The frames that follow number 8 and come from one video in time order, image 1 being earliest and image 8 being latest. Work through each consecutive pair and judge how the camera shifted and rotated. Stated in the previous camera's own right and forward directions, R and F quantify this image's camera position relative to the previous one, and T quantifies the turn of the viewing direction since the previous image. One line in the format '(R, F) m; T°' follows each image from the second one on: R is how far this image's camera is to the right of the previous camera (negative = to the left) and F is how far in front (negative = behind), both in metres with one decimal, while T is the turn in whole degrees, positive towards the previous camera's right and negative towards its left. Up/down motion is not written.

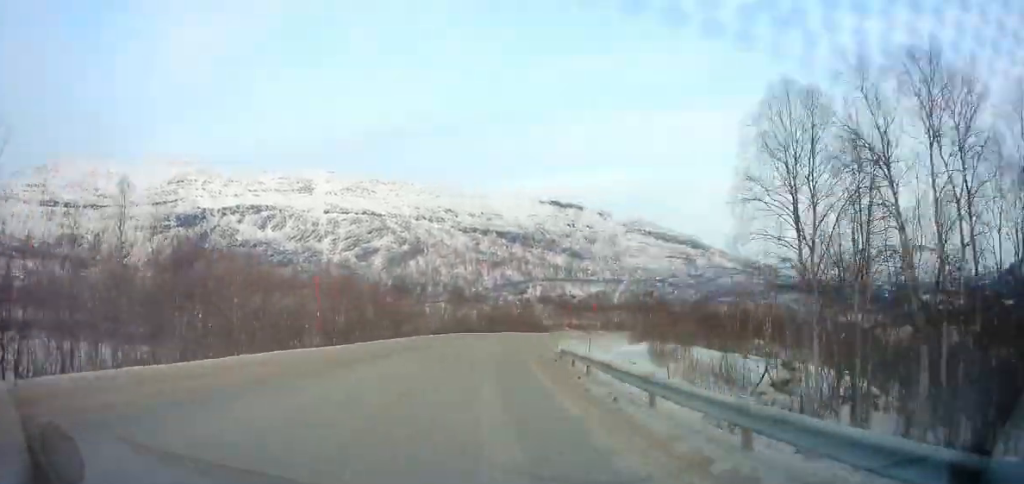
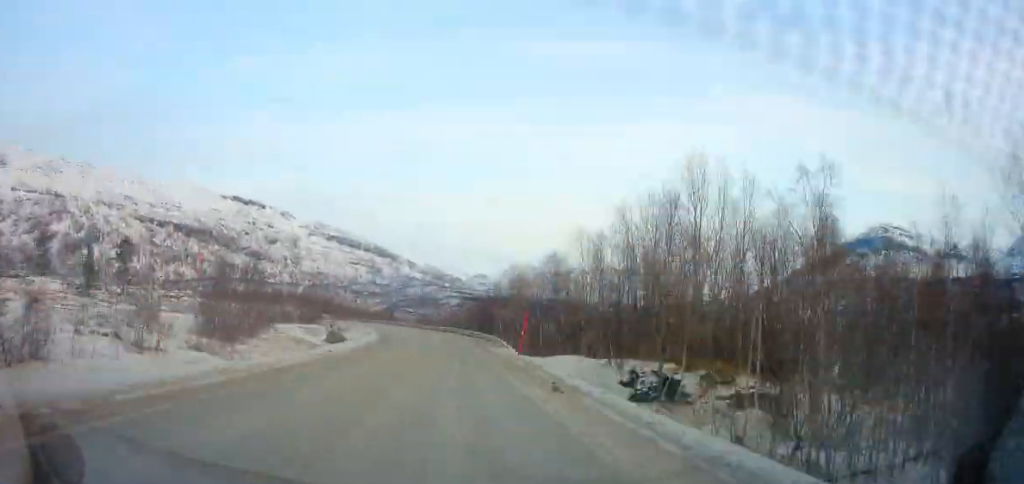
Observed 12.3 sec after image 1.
(+48.8, +243.0) m; -3°
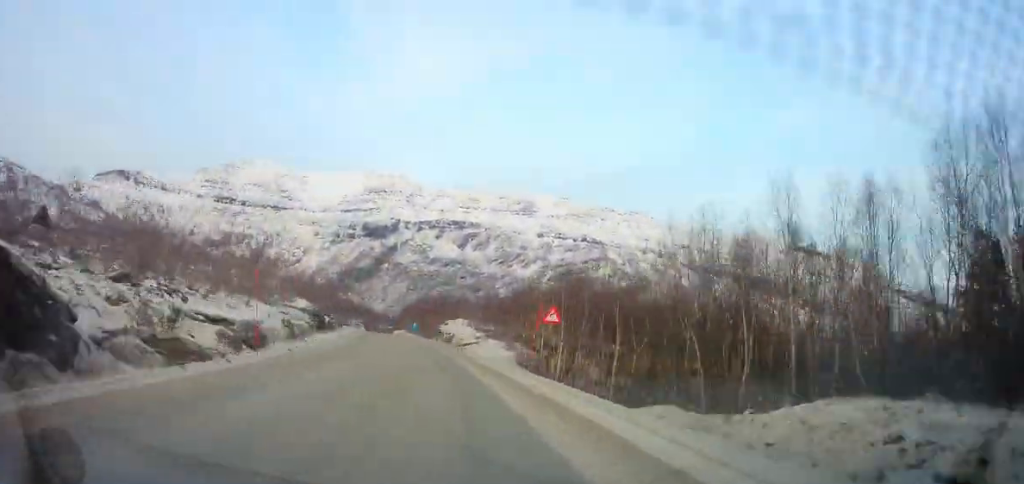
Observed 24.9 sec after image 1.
(-85.2, +228.5) m; -32°
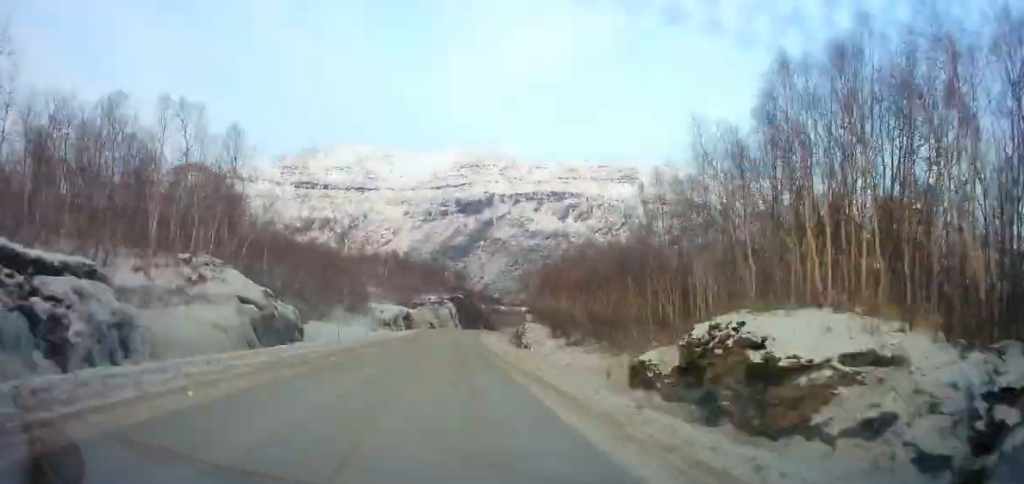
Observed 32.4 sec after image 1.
(-22.7, +149.1) m; +3°
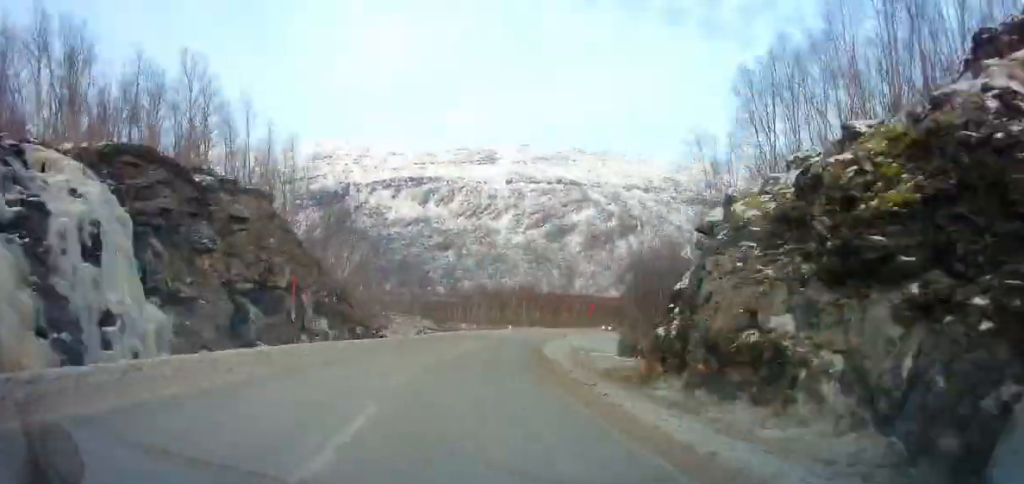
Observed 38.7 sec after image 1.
(+22.4, +124.5) m; +23°
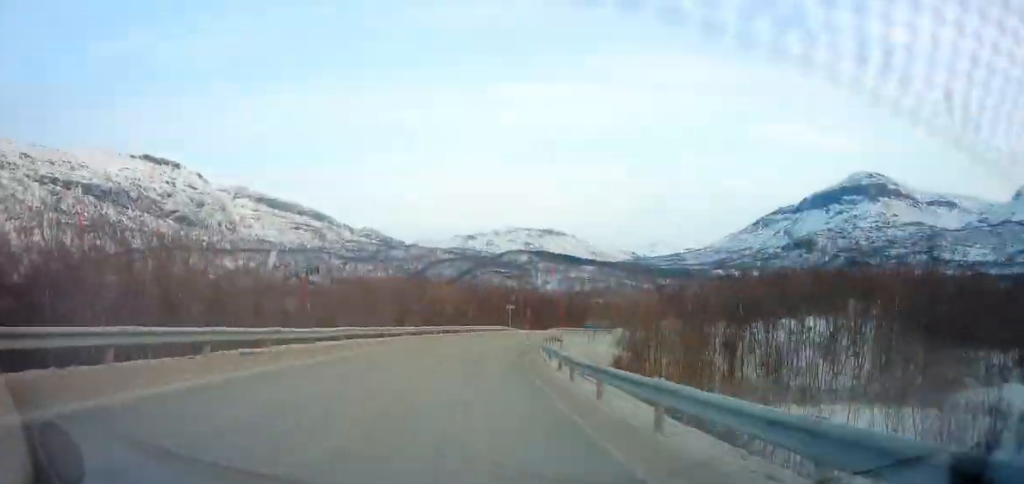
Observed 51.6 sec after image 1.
(+110.8, +212.7) m; +53°
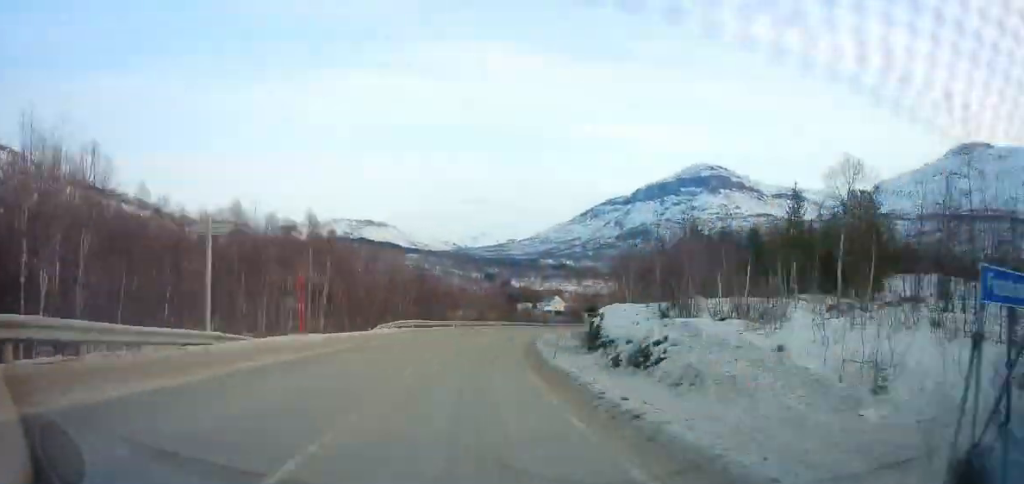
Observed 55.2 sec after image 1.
(+18.4, +70.9) m; +8°
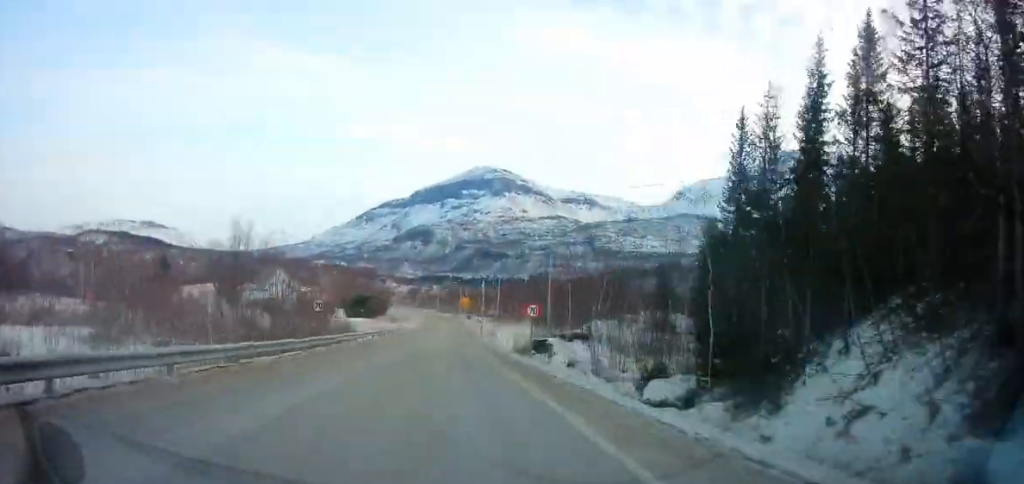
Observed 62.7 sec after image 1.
(+23.0, +151.3) m; +7°
